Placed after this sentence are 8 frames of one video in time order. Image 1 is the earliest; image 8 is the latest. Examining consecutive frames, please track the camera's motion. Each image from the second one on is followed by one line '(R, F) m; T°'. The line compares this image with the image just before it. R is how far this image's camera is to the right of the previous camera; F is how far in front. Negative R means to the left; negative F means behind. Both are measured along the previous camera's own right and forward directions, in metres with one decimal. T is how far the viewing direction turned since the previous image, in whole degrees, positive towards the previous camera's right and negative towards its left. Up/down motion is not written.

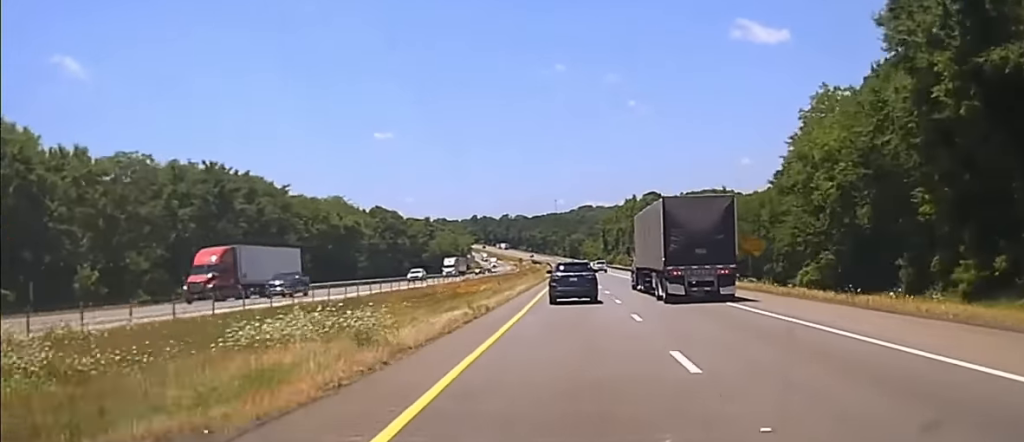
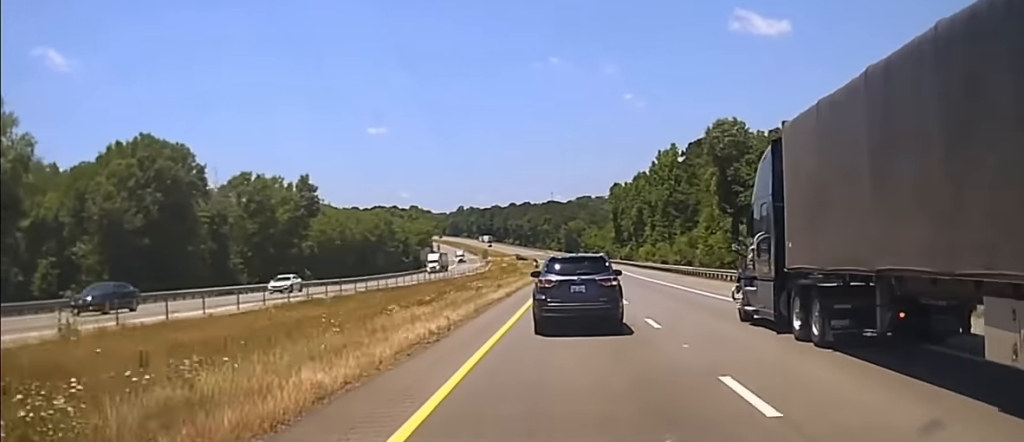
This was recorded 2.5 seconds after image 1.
(-0.5, +107.2) m; 0°
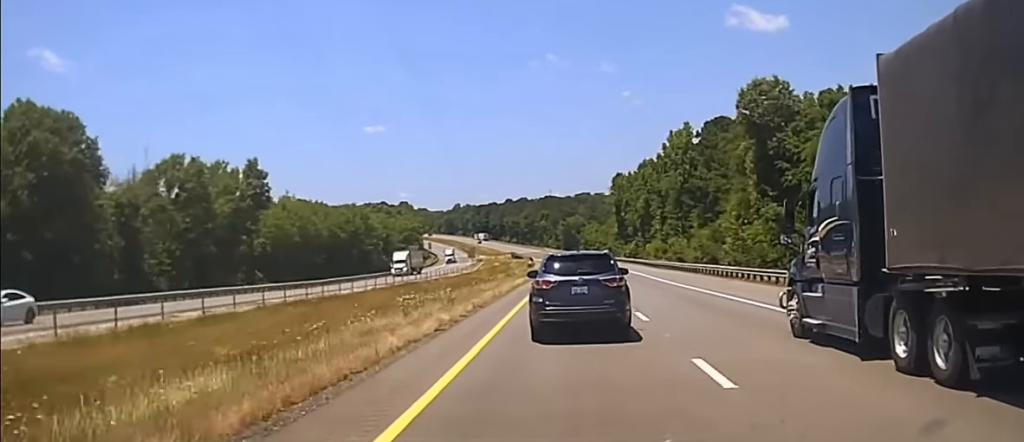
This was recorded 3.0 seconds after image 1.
(0.0, +18.7) m; 0°
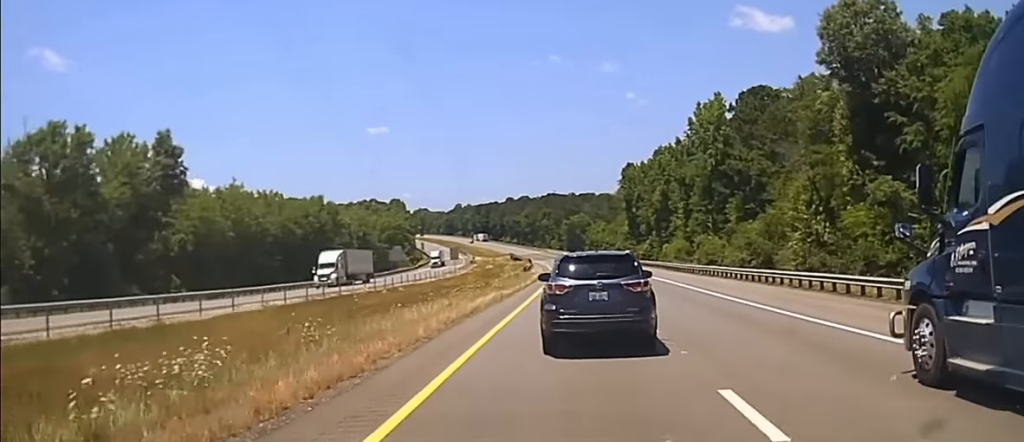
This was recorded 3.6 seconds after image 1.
(+0.1, +23.5) m; 0°
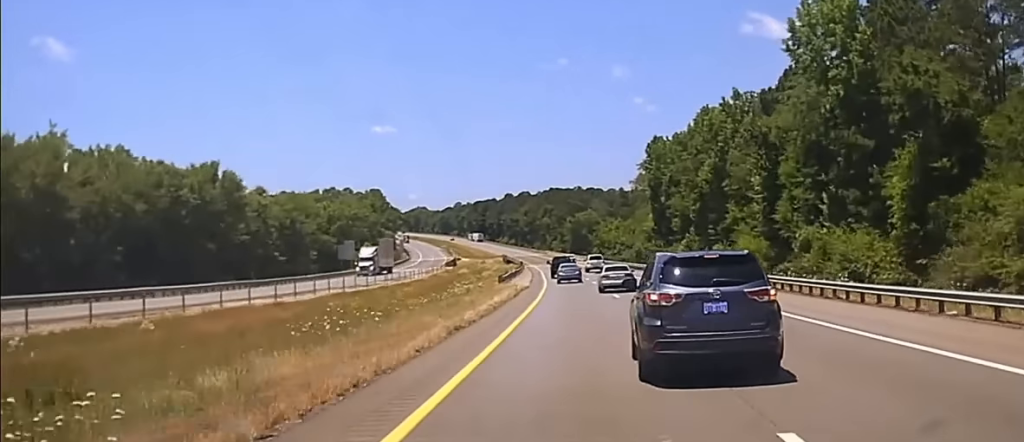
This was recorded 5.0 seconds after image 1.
(-0.1, +53.1) m; -1°
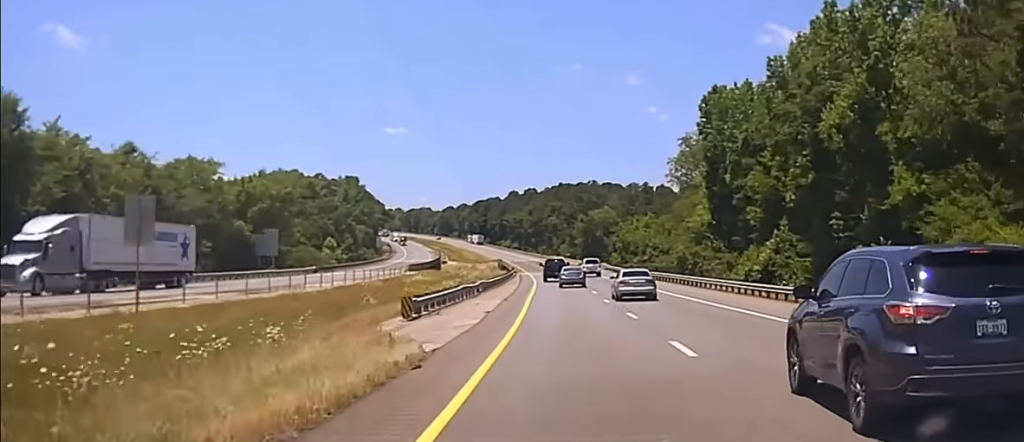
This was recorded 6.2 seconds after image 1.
(-0.2, +49.5) m; -1°
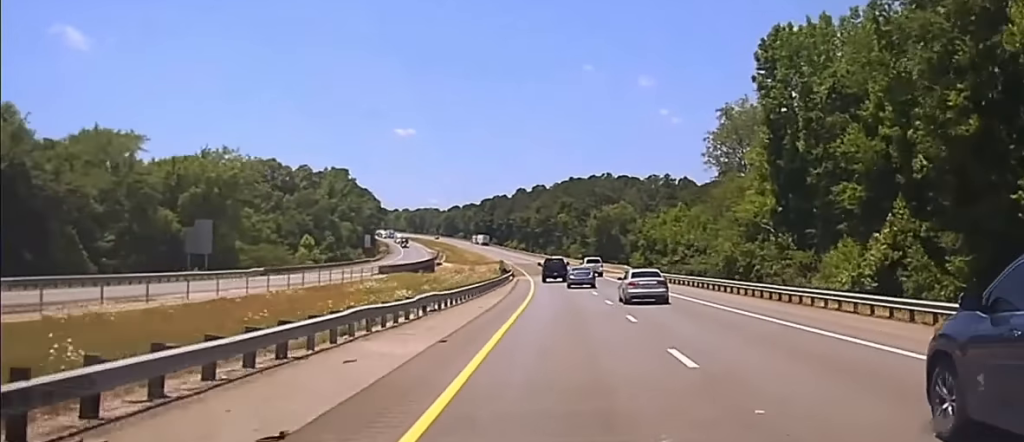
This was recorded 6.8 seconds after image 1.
(-0.3, +29.0) m; -1°
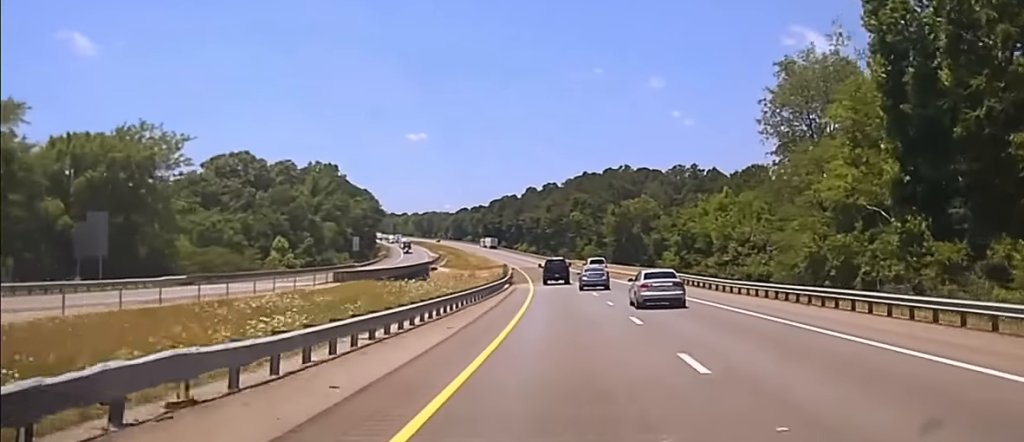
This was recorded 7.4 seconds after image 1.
(-0.1, +27.0) m; -1°
